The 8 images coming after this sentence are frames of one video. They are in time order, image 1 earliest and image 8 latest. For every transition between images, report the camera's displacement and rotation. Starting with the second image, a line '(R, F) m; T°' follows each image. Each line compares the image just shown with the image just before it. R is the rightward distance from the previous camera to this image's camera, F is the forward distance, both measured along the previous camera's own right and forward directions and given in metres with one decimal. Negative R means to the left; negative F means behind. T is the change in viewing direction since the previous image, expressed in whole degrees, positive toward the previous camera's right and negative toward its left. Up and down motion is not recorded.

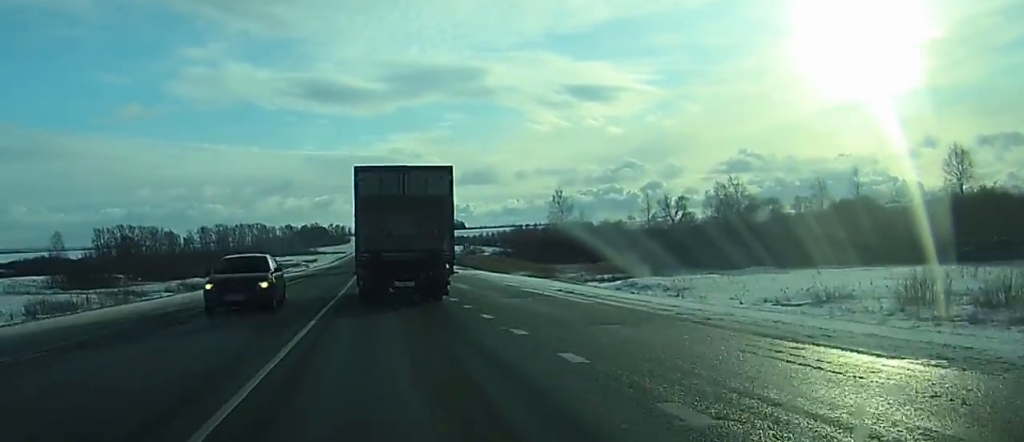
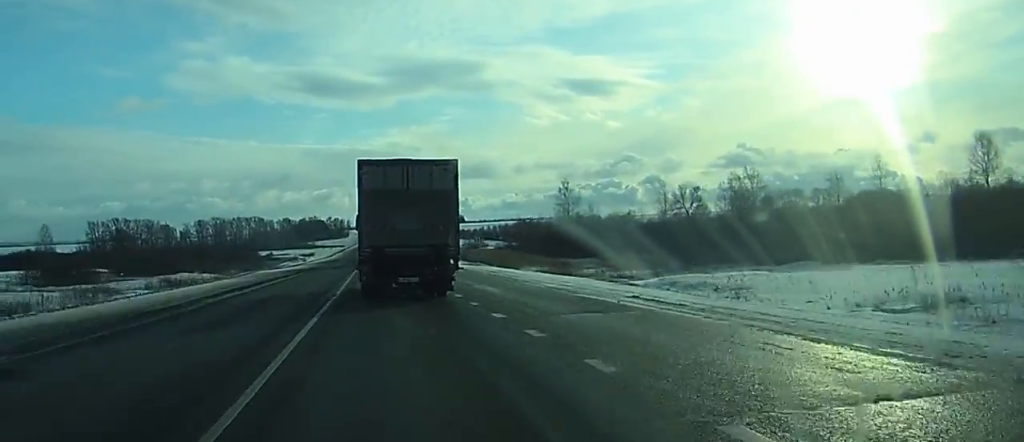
(0.0, +9.1) m; 0°
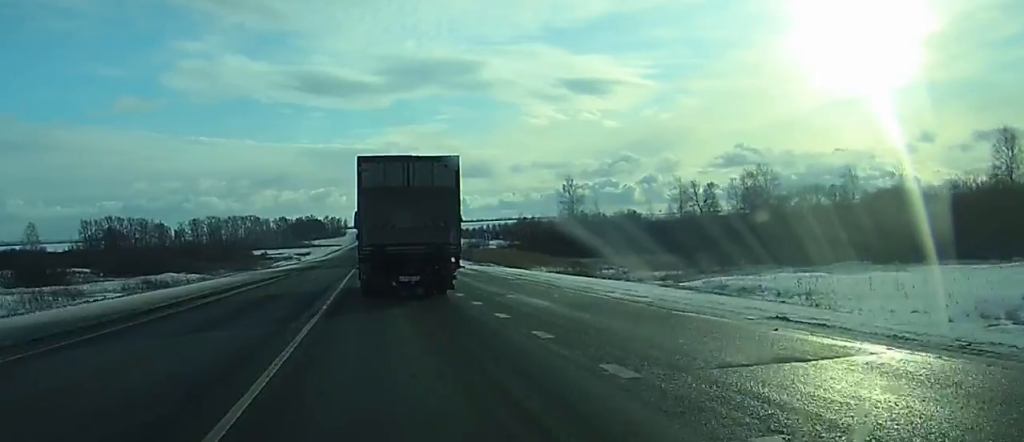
(0.0, +8.5) m; 0°
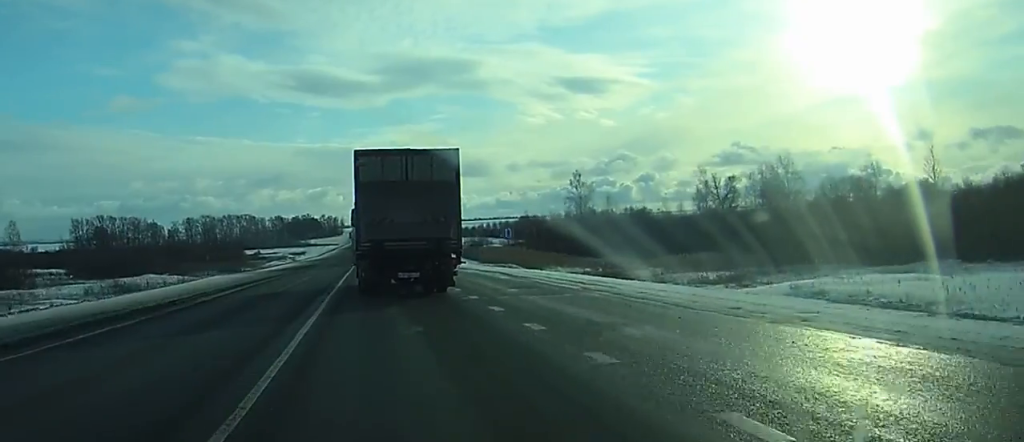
(0.0, +11.2) m; 0°
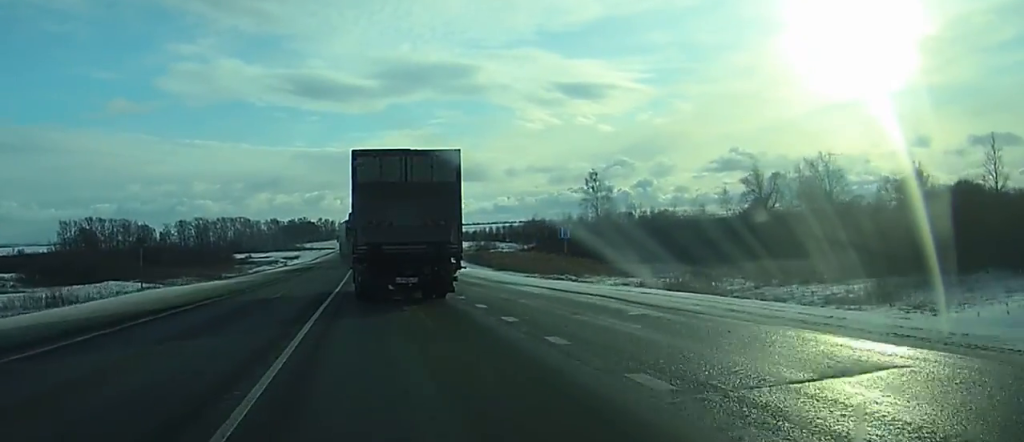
(+0.1, +17.9) m; 0°
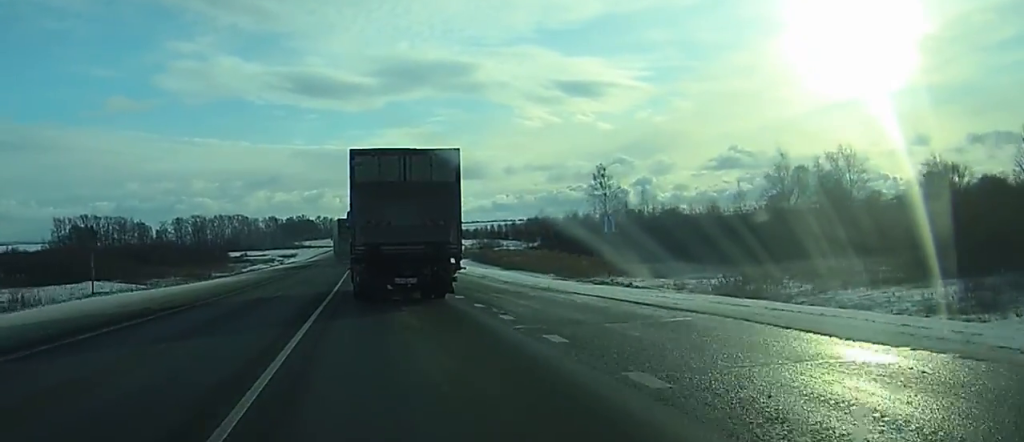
(0.0, +8.0) m; 0°
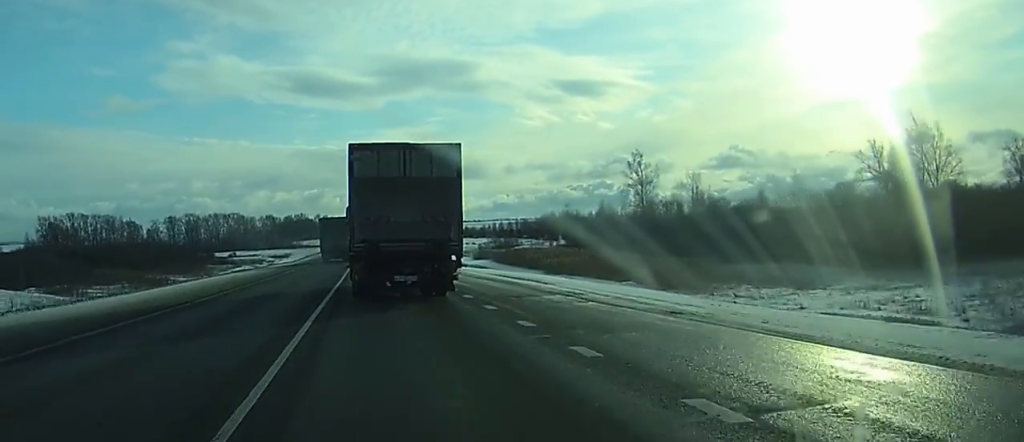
(-0.1, +25.9) m; 0°
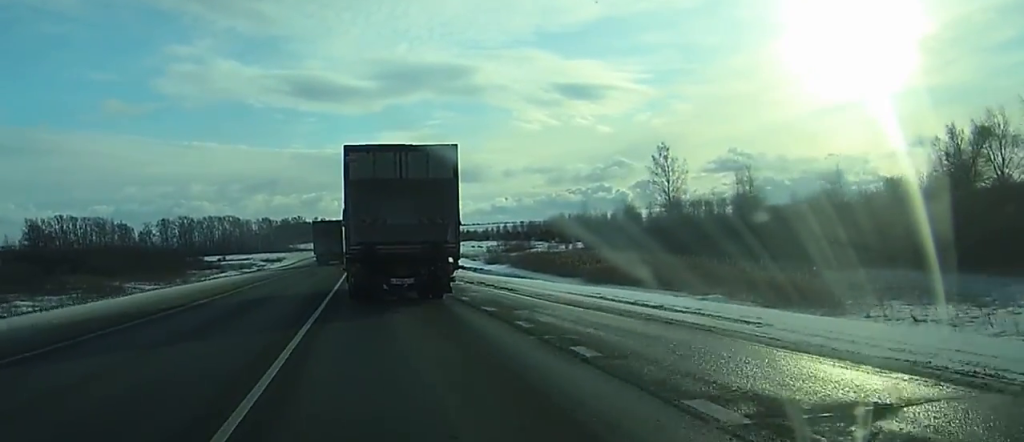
(0.0, +16.0) m; 0°
